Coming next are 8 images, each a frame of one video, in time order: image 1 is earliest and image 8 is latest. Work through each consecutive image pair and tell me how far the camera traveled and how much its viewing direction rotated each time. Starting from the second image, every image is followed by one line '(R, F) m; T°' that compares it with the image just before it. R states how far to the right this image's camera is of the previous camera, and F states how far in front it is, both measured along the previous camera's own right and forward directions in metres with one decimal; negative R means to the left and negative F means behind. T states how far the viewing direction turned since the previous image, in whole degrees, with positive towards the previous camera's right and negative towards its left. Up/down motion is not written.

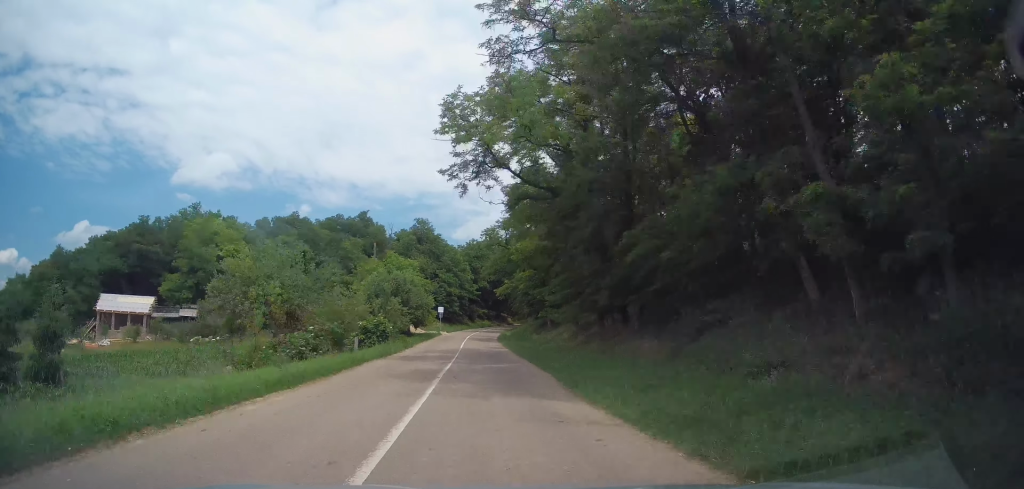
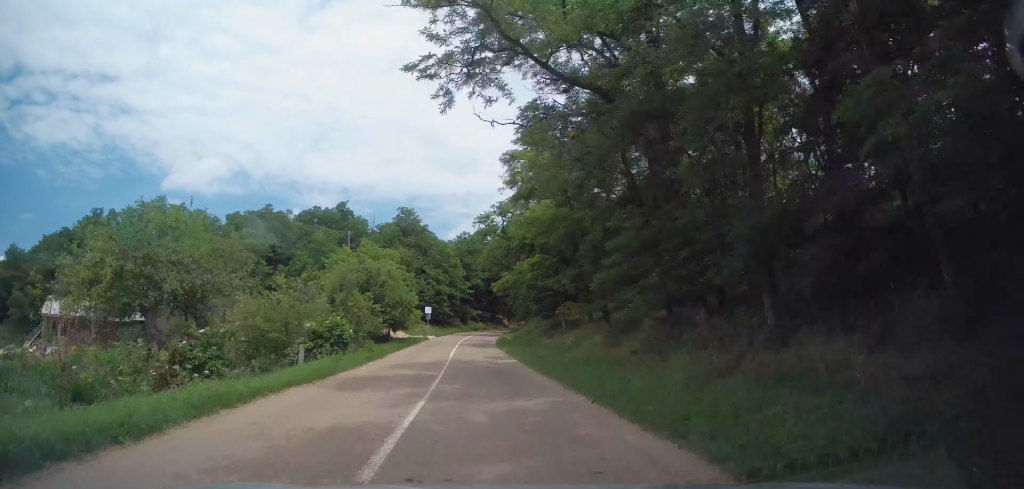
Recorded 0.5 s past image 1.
(-0.1, +9.1) m; +1°
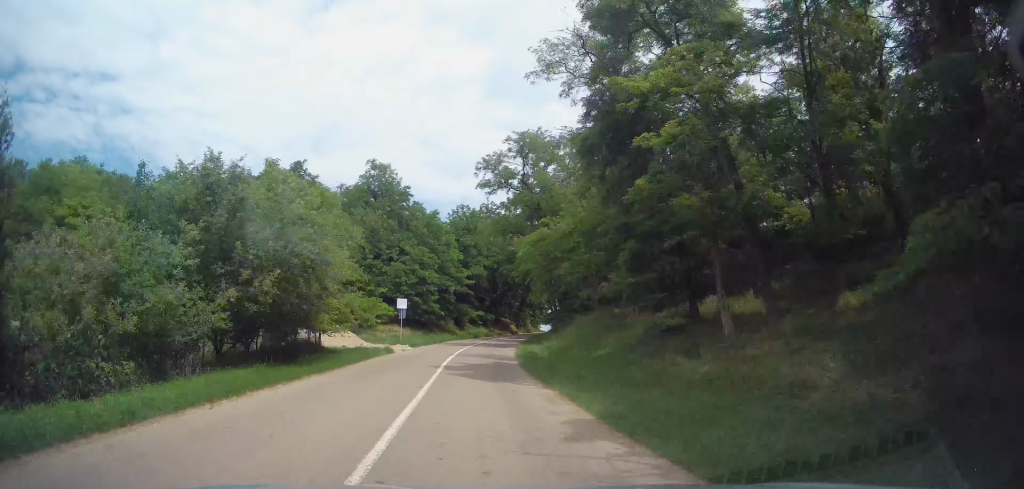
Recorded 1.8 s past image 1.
(+0.2, +21.9) m; 0°
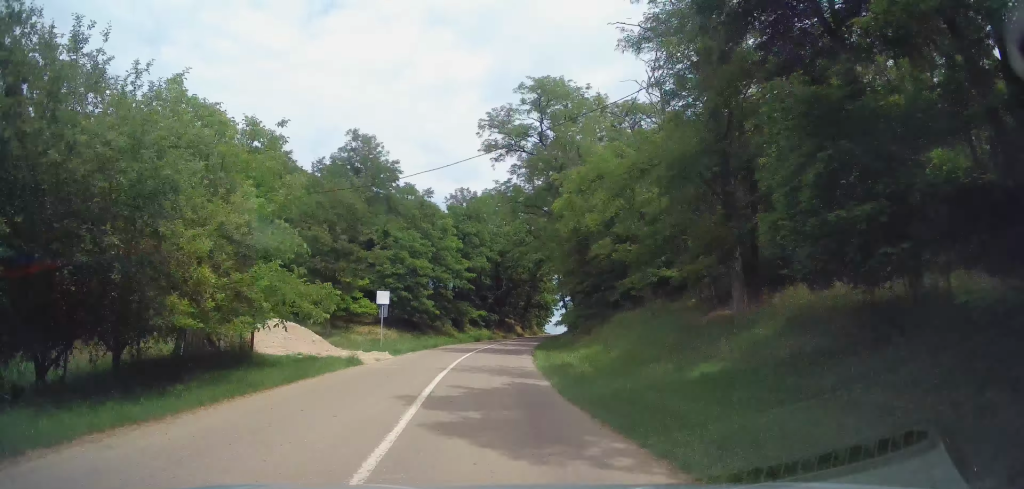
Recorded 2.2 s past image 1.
(-0.3, +8.0) m; 0°
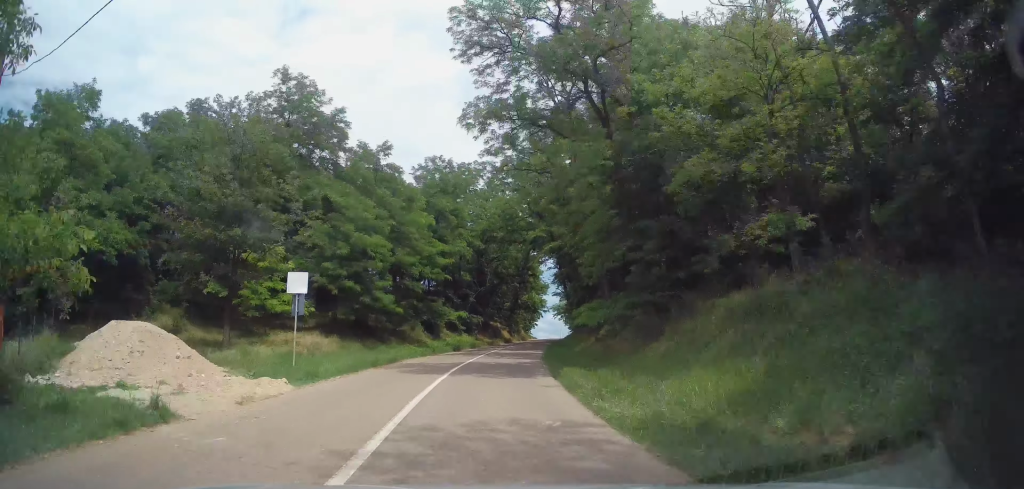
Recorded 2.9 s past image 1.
(+0.2, +11.5) m; +2°
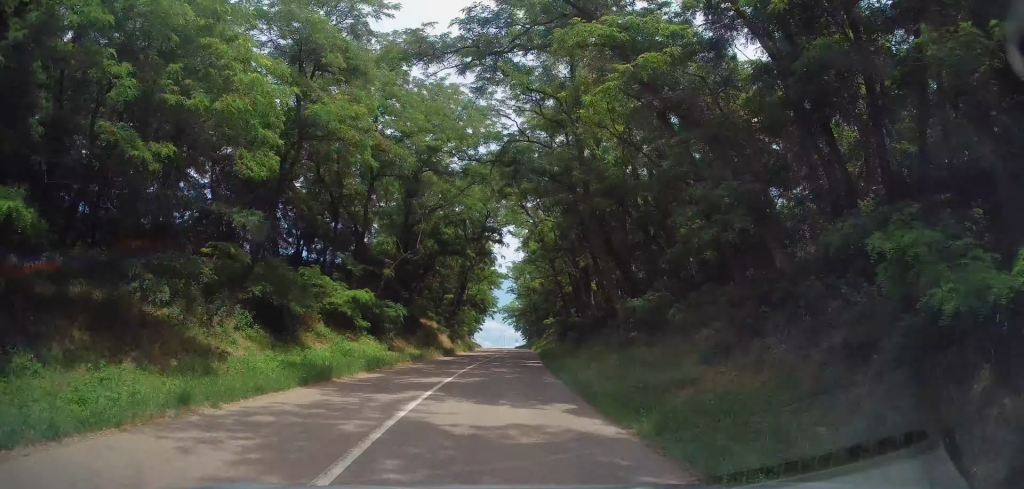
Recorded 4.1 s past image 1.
(+1.3, +23.0) m; +5°
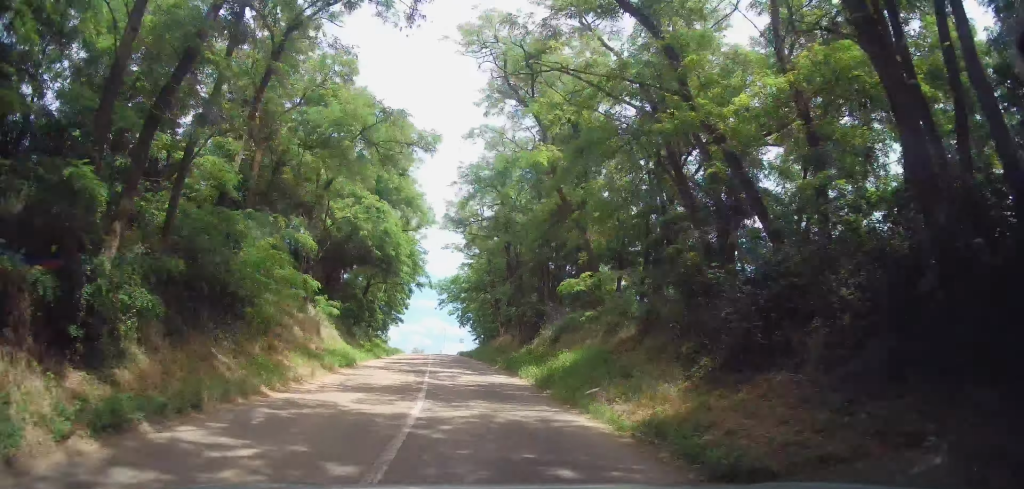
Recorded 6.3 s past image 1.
(+2.9, +40.3) m; +7°
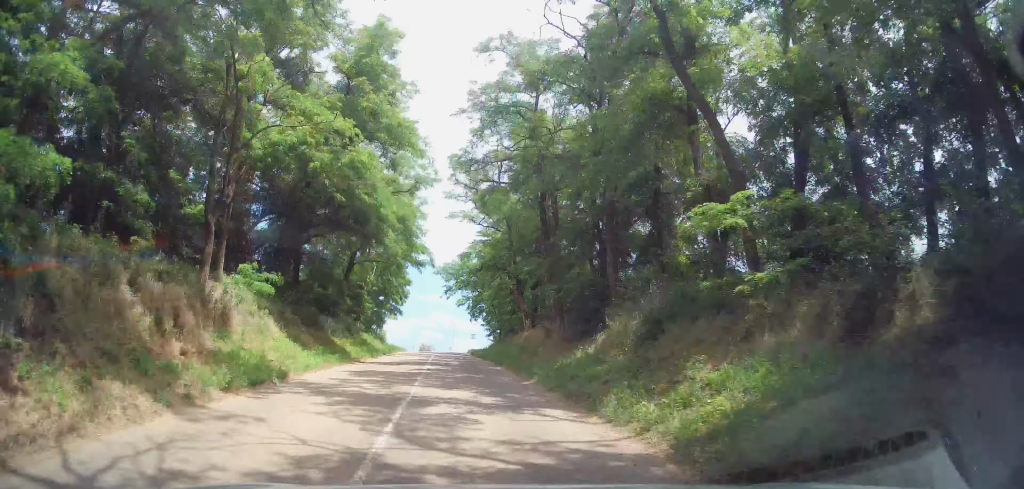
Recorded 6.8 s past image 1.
(0.0, +9.2) m; 0°
